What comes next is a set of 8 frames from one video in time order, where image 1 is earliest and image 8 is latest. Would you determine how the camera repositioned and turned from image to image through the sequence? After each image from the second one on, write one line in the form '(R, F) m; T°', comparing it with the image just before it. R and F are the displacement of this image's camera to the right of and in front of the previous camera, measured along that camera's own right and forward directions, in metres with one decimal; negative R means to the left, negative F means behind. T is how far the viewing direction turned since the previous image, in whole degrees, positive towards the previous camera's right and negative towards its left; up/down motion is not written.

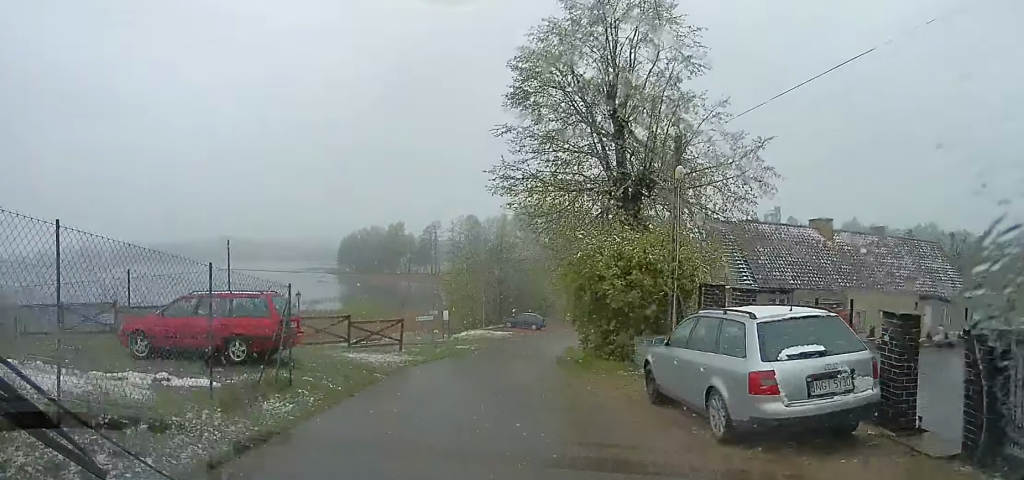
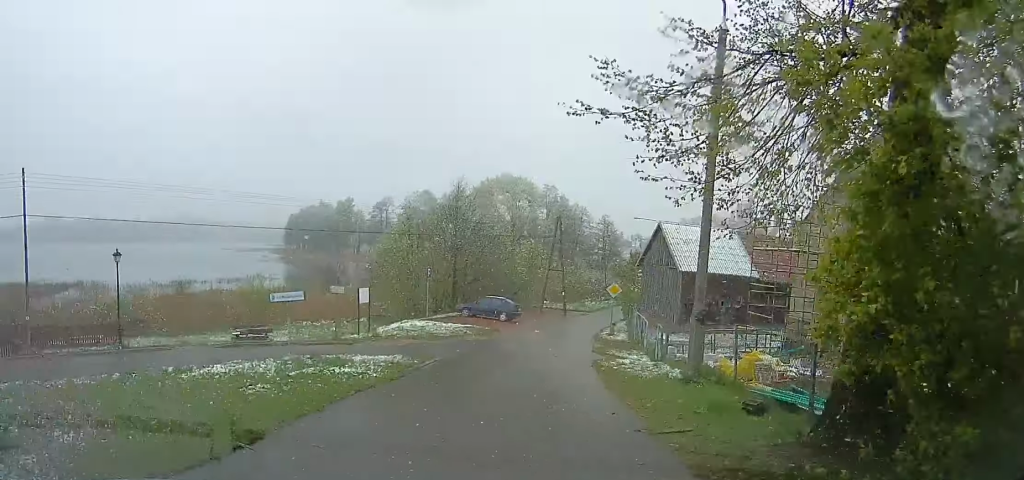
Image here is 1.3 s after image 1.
(+1.4, +15.3) m; +9°
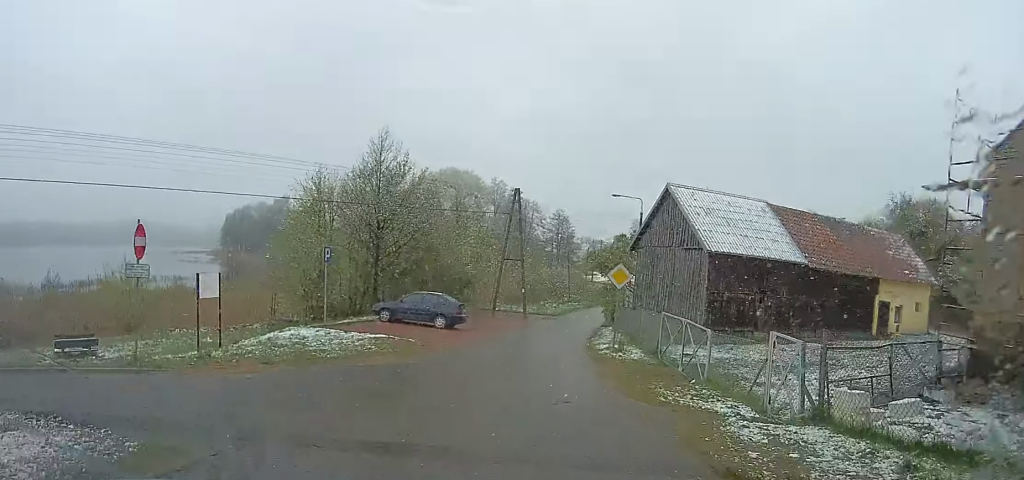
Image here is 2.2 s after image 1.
(+0.5, +10.3) m; +3°
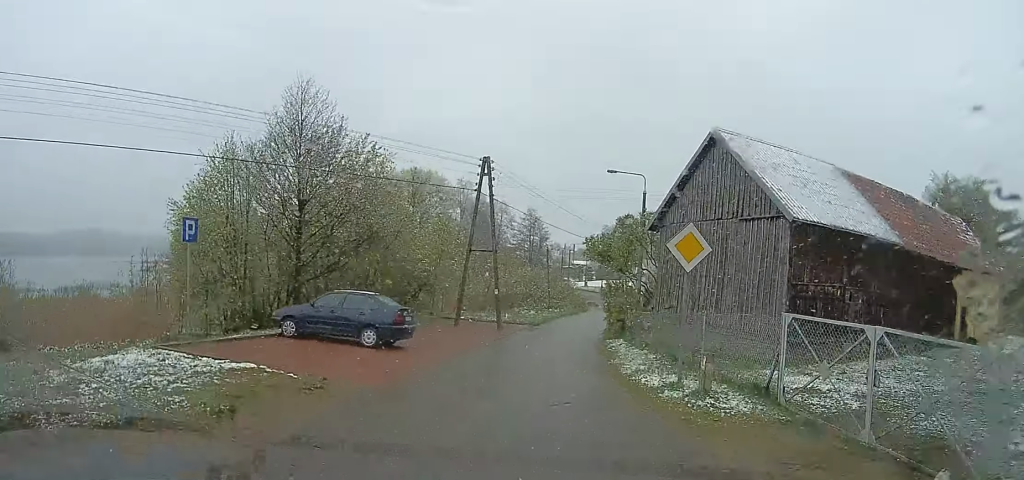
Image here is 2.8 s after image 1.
(0.0, +7.6) m; 0°
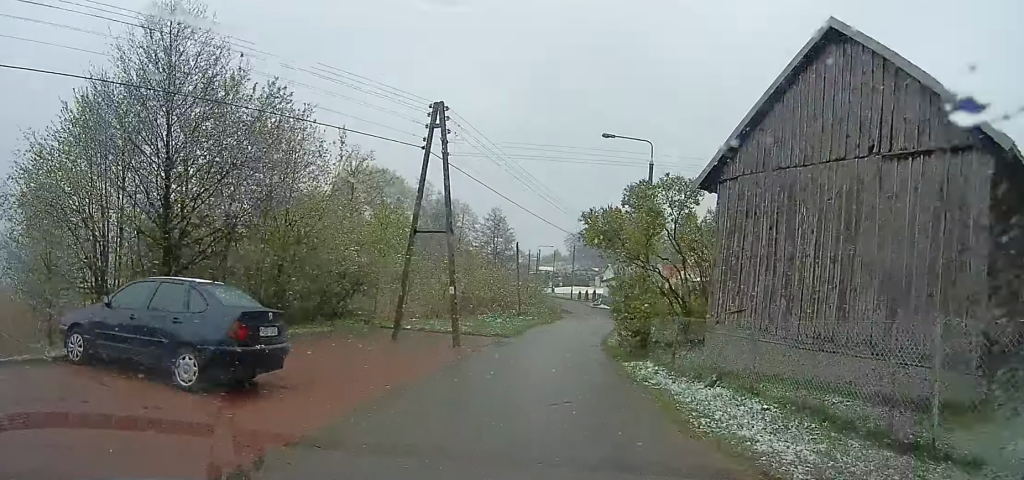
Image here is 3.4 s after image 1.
(0.0, +6.9) m; +3°
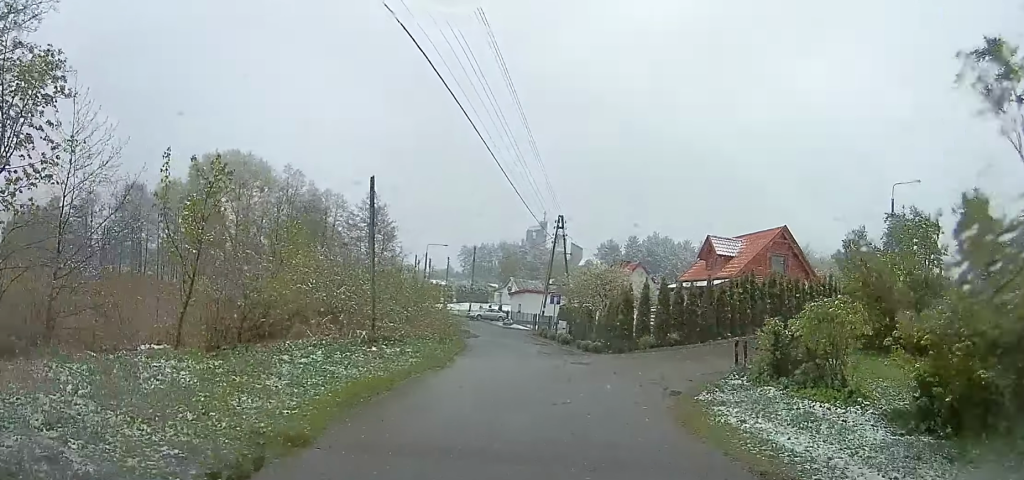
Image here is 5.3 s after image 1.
(+3.2, +17.5) m; +27°
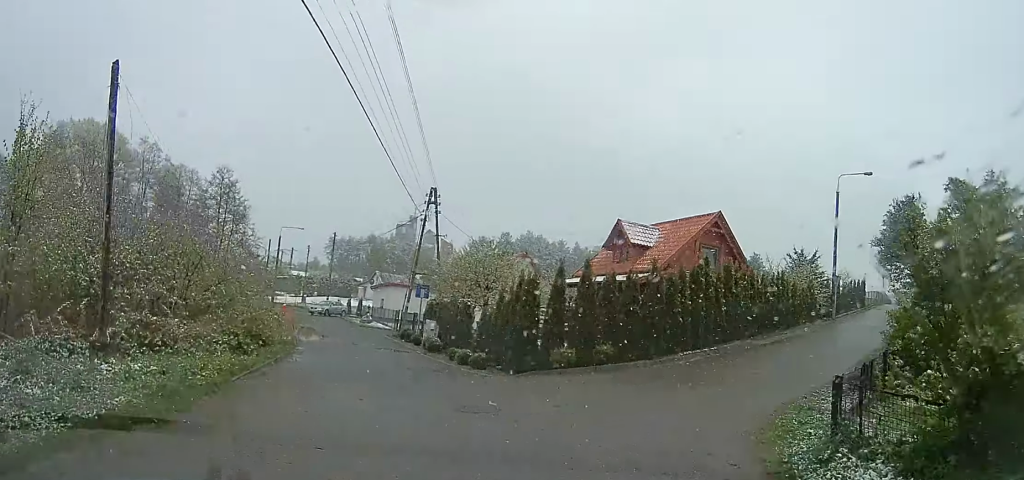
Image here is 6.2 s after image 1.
(+0.6, +6.5) m; +13°
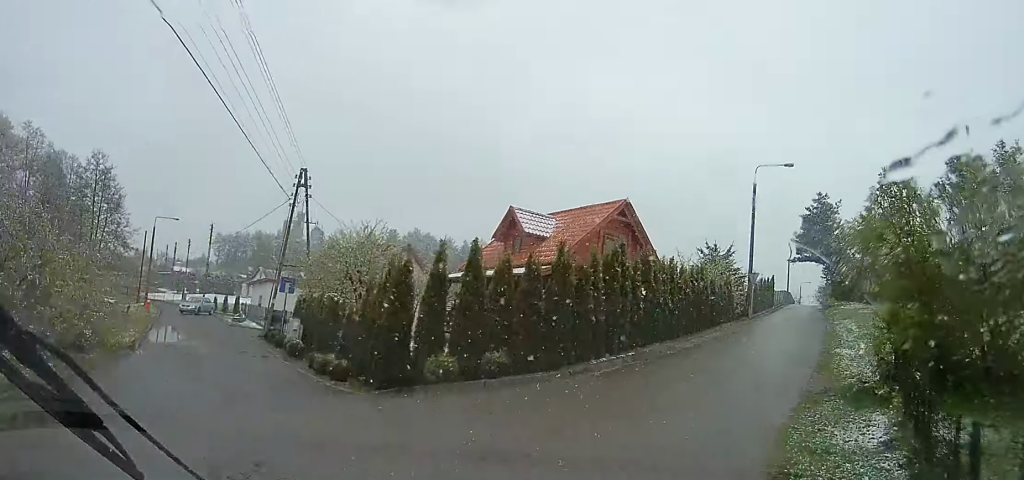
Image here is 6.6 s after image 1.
(+0.4, +2.8) m; +5°
